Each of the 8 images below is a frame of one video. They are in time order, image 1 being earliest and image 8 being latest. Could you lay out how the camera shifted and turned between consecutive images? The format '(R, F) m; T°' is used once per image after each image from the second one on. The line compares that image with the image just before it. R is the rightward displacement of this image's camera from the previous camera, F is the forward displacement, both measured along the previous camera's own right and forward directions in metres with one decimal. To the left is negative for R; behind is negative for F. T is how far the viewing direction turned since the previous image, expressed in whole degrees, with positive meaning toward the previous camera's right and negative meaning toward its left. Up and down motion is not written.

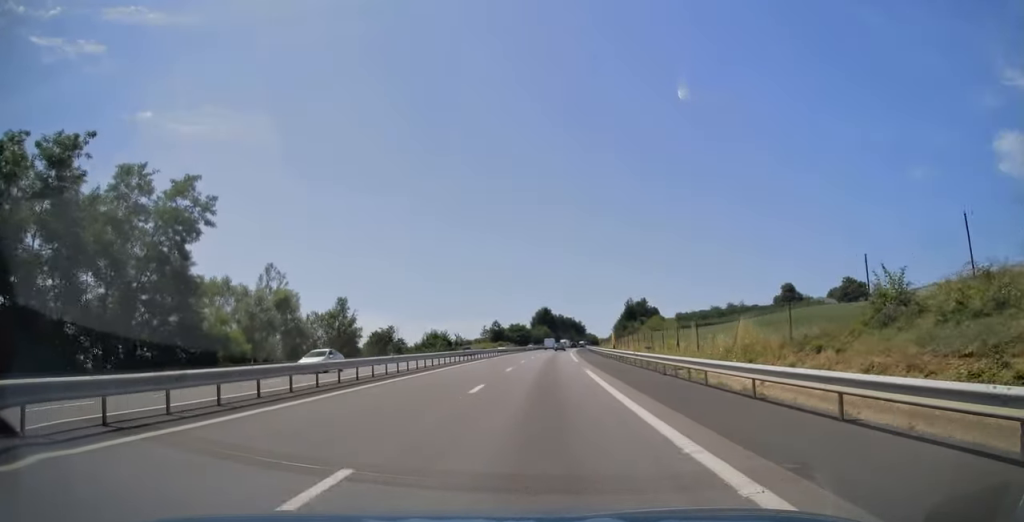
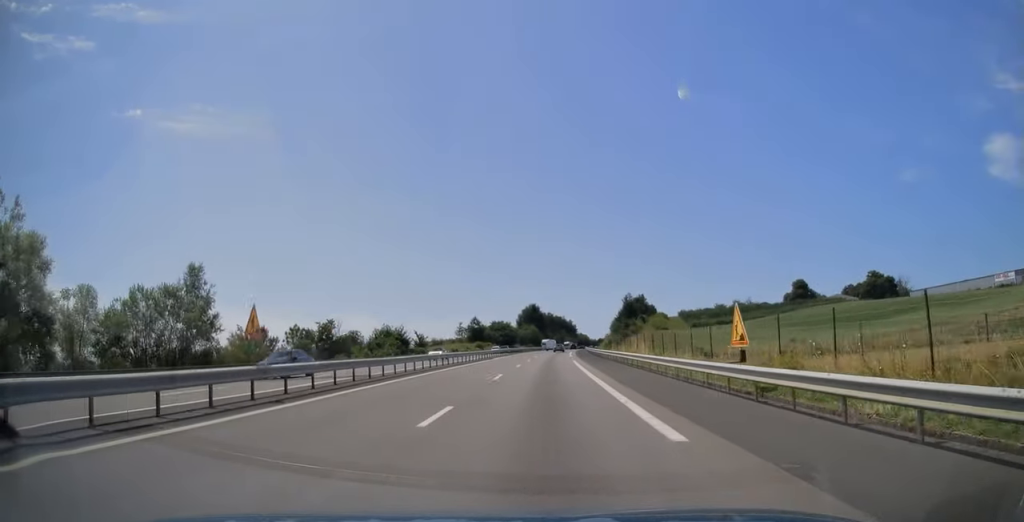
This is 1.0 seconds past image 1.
(+0.1, +32.4) m; +1°
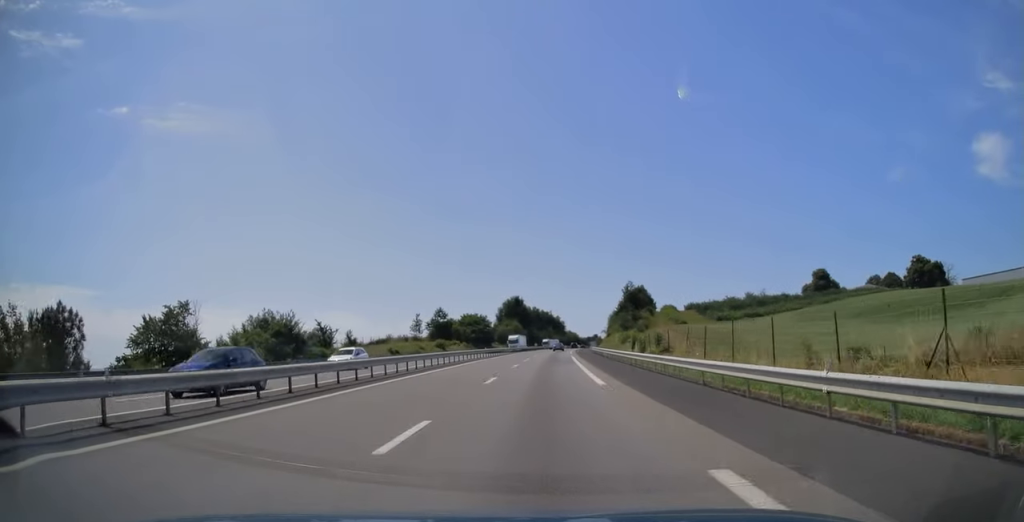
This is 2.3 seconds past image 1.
(+0.5, +41.5) m; +2°
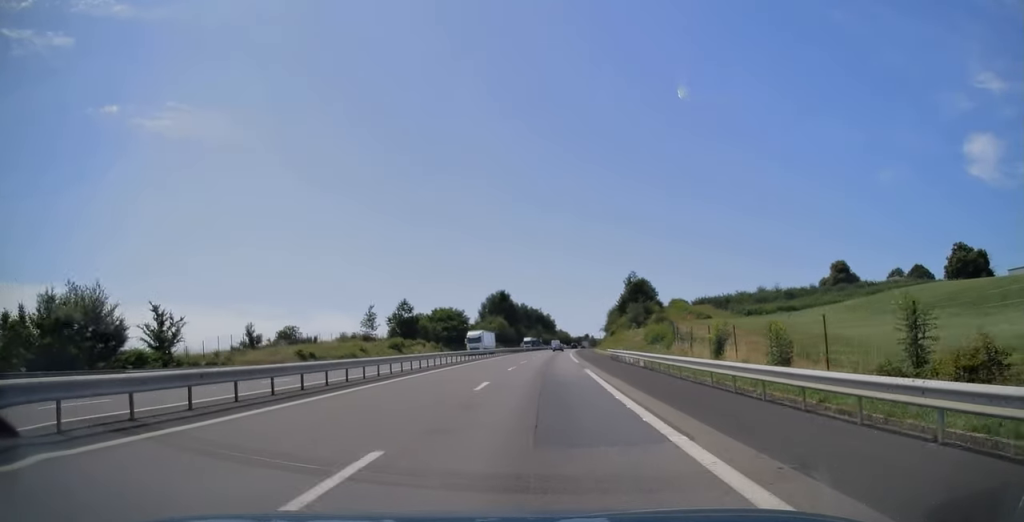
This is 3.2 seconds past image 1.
(+0.4, +29.0) m; +1°
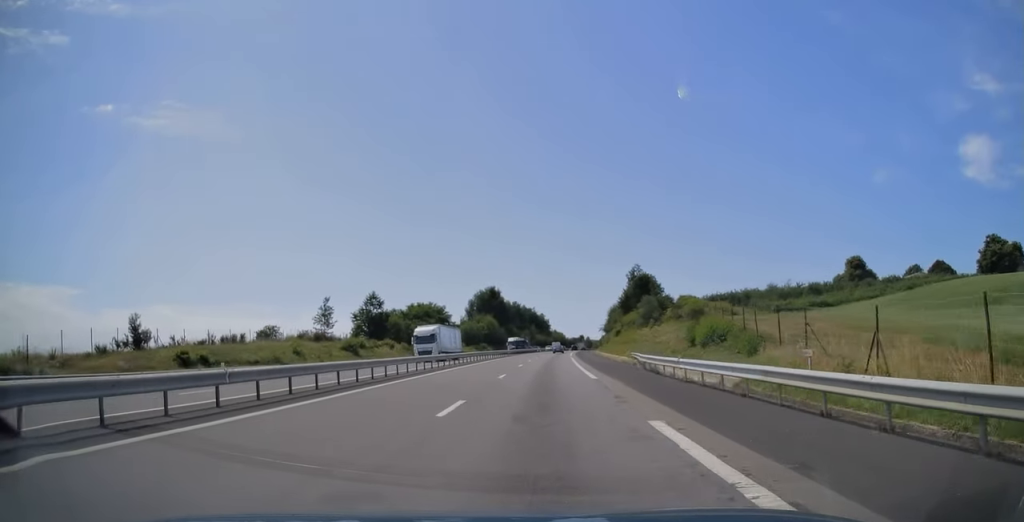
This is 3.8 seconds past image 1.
(+0.1, +18.8) m; +1°
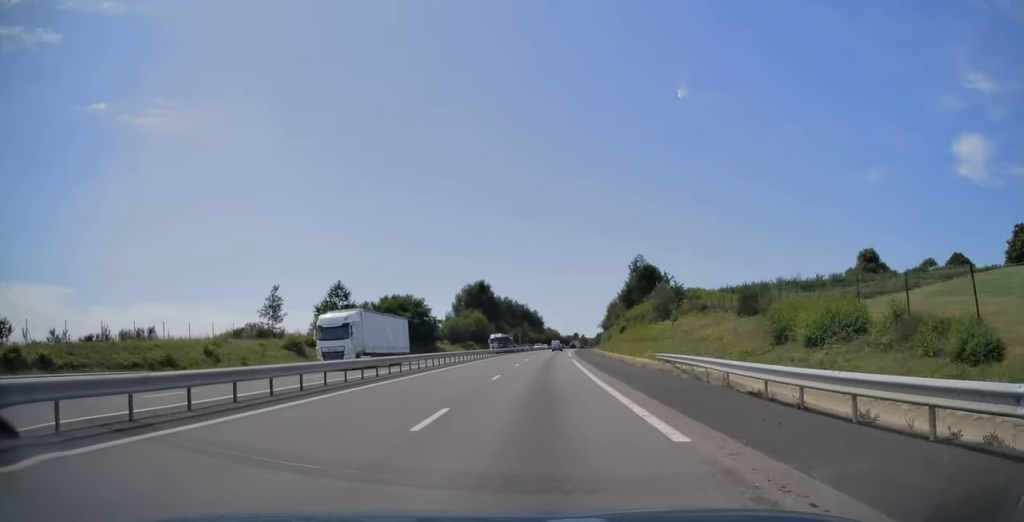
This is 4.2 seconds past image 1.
(0.0, +15.1) m; 0°
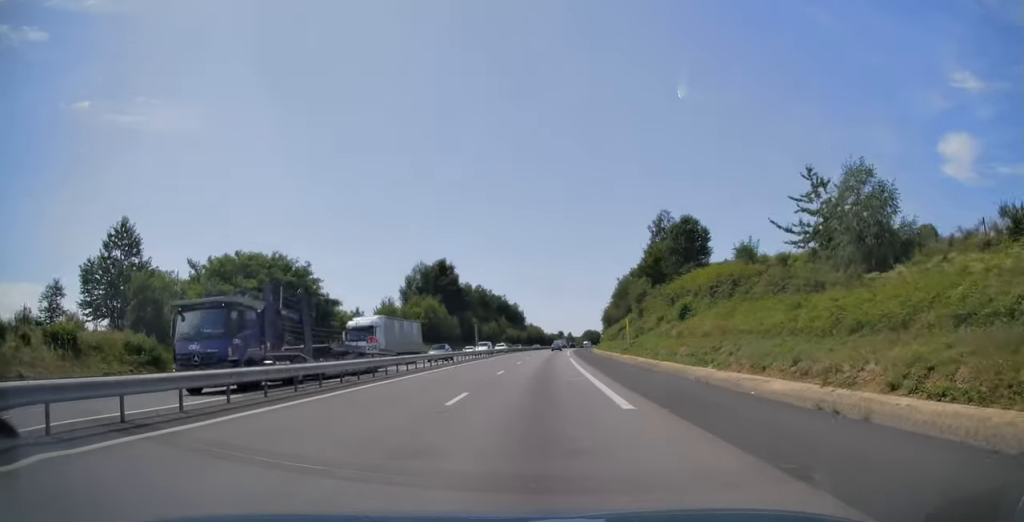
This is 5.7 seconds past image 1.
(+0.8, +48.0) m; +2°
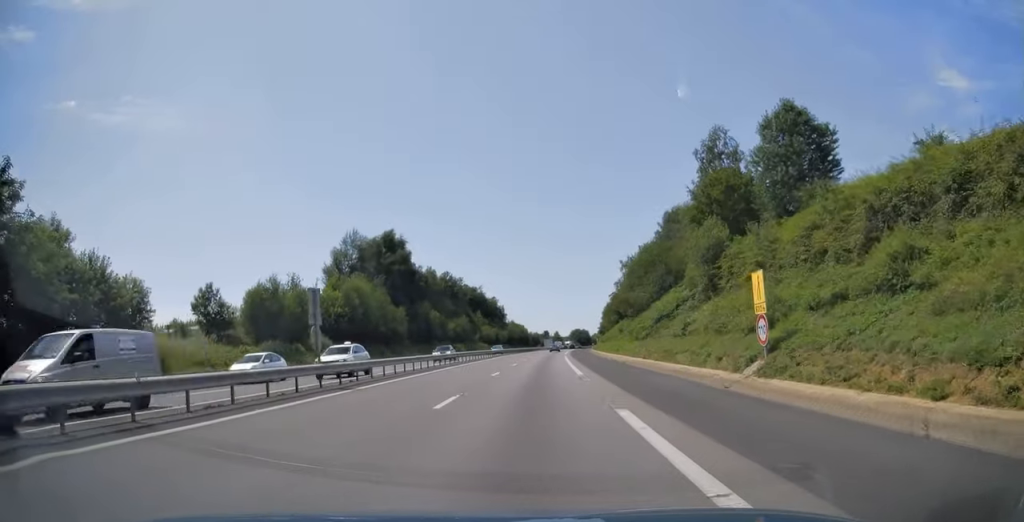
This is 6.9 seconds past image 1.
(+0.5, +39.4) m; +1°
